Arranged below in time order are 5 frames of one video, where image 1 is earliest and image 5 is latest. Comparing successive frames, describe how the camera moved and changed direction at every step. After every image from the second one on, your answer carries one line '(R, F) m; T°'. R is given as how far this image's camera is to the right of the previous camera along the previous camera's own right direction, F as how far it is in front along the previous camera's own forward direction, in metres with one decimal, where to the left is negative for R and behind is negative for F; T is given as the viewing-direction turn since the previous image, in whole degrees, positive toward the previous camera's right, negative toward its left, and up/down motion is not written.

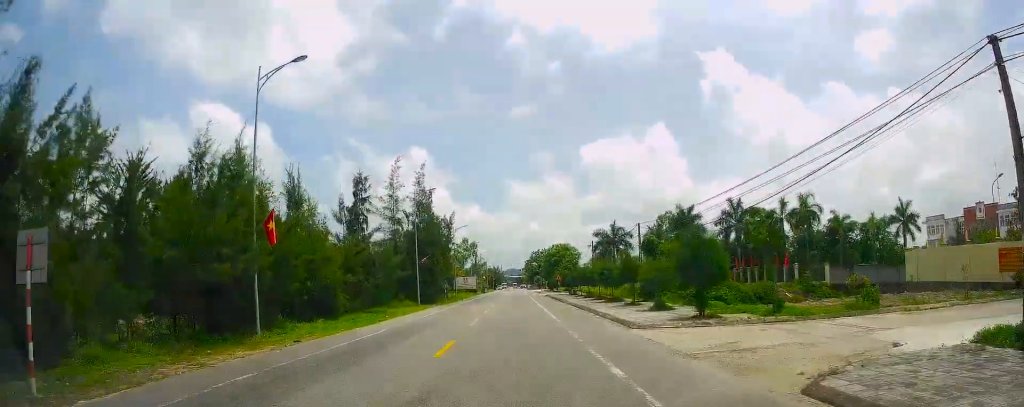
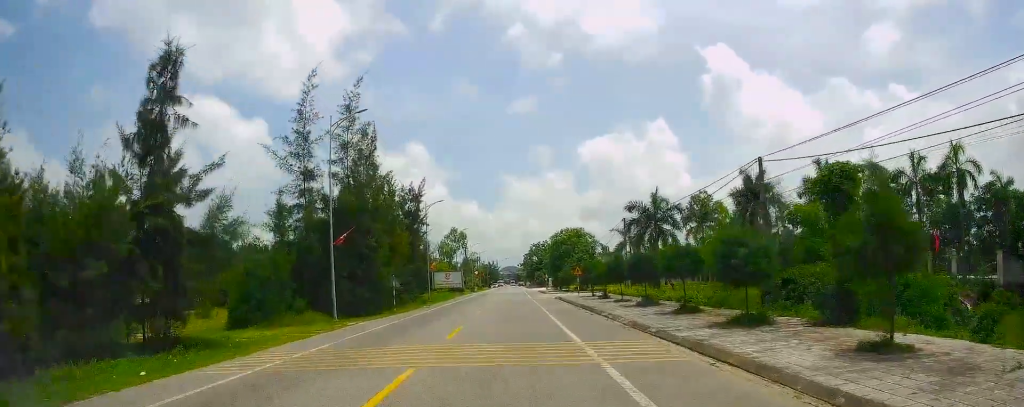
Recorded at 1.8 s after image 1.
(+0.6, +26.2) m; +1°
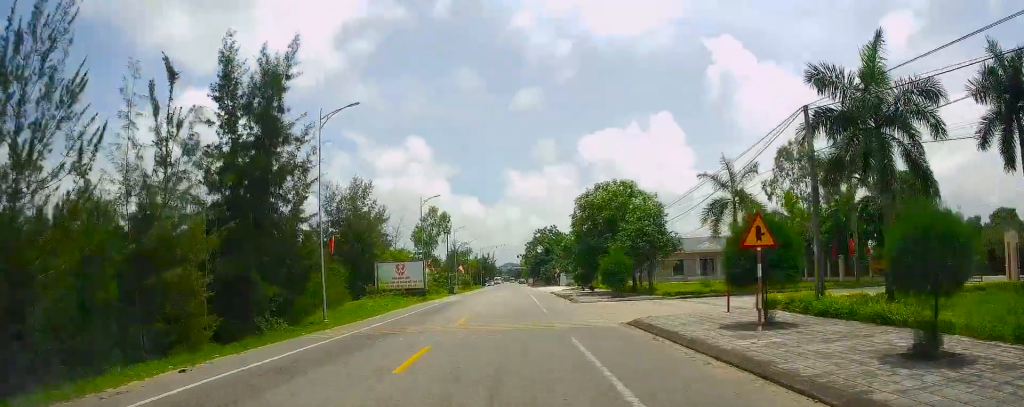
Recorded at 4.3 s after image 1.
(-0.7, +36.3) m; -1°
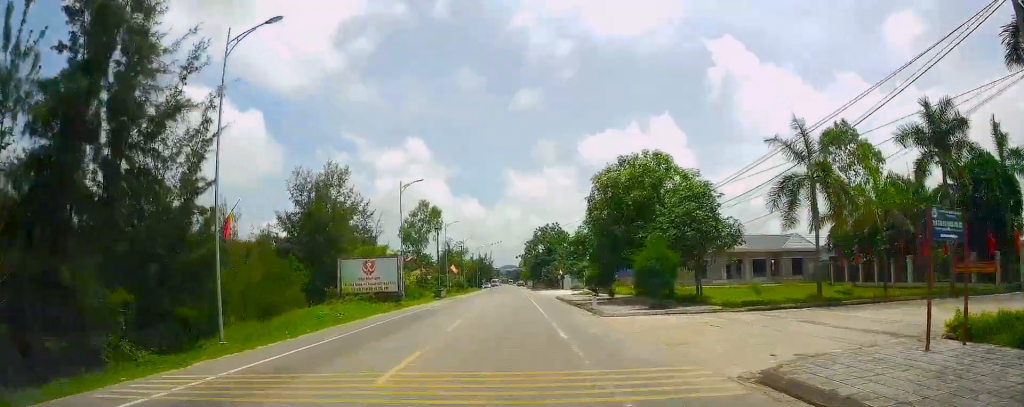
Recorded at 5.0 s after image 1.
(+0.2, +11.1) m; 0°
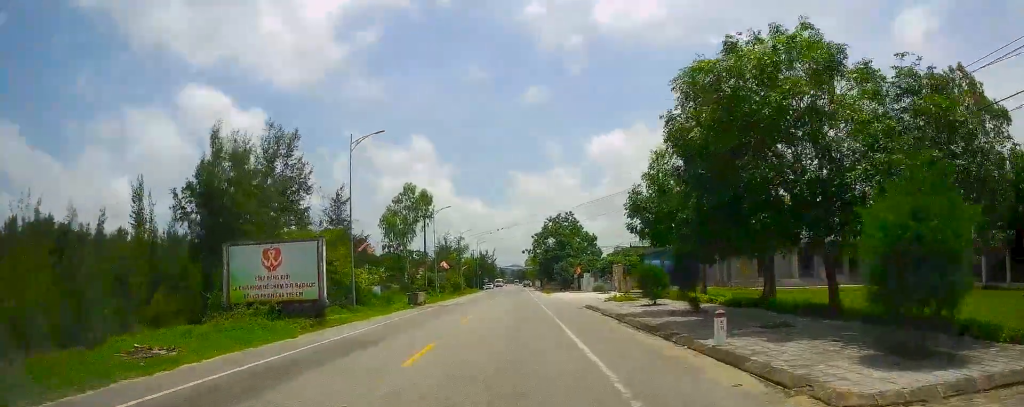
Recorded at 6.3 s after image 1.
(+0.1, +18.2) m; +1°
